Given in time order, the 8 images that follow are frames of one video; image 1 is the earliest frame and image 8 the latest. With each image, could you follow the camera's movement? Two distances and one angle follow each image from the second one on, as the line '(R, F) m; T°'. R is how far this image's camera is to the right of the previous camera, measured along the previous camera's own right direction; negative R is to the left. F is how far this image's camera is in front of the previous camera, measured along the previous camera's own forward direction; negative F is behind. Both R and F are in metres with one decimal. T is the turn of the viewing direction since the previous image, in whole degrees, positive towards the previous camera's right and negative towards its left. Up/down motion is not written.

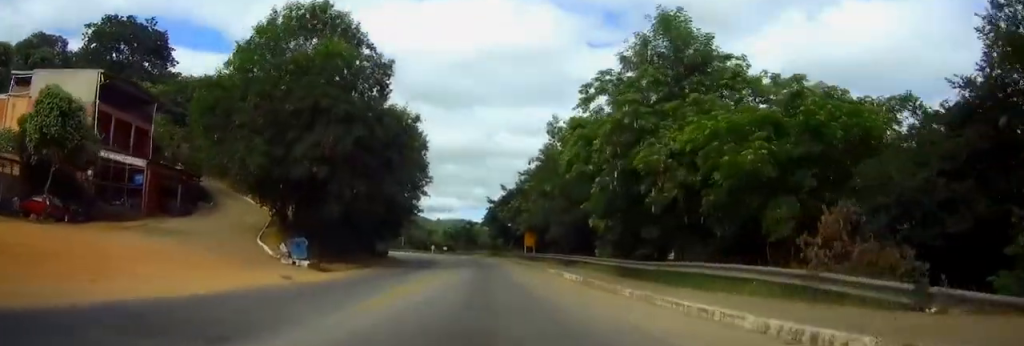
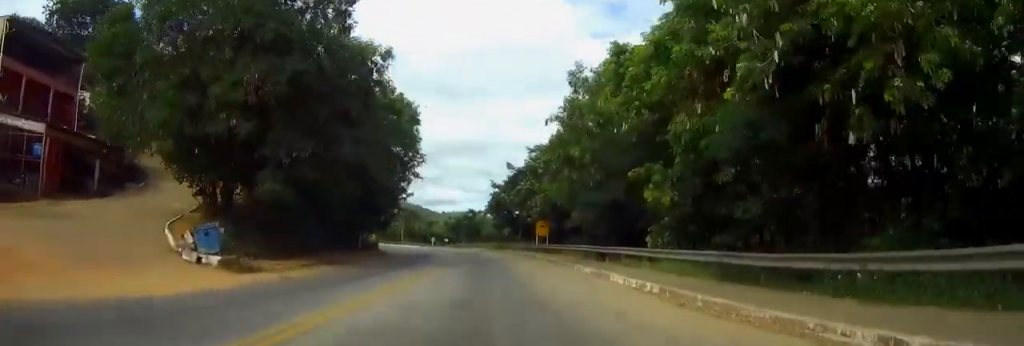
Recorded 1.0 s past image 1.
(-0.2, +12.9) m; -2°
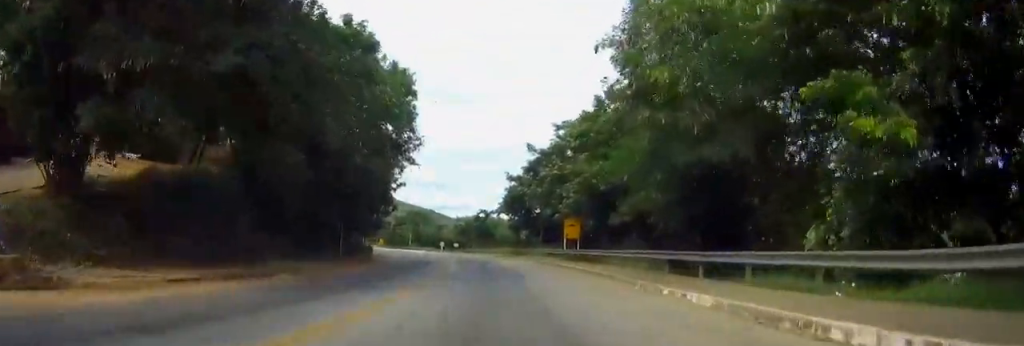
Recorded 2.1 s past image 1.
(-0.2, +14.5) m; -1°
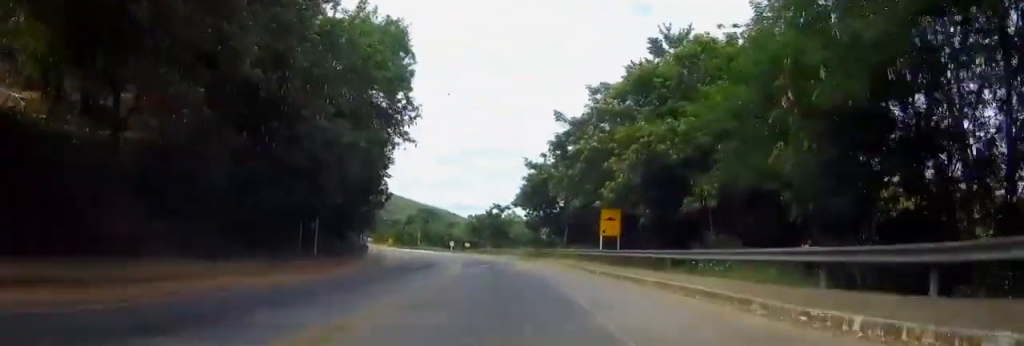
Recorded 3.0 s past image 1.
(0.0, +11.4) m; 0°
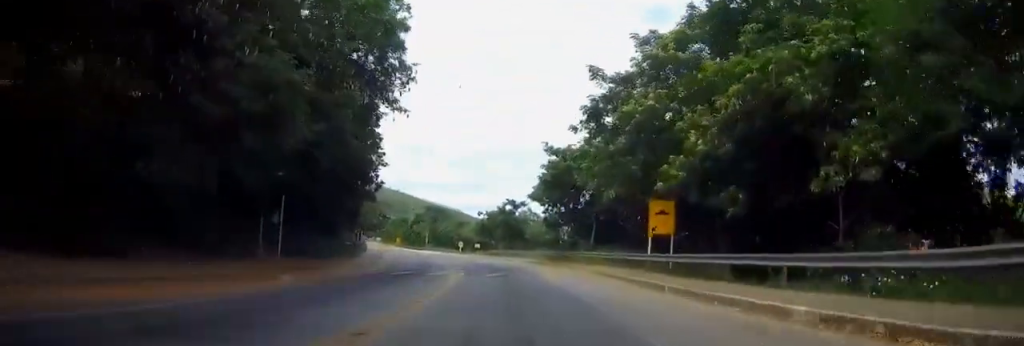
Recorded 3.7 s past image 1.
(-0.1, +9.1) m; 0°
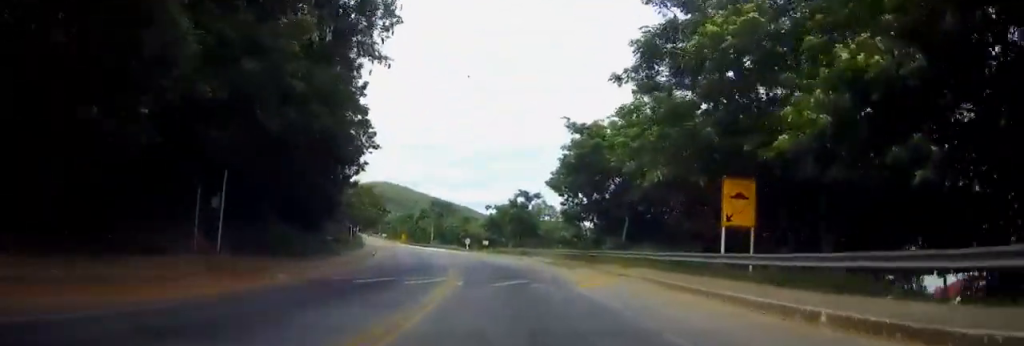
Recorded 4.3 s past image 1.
(-0.1, +8.2) m; 0°
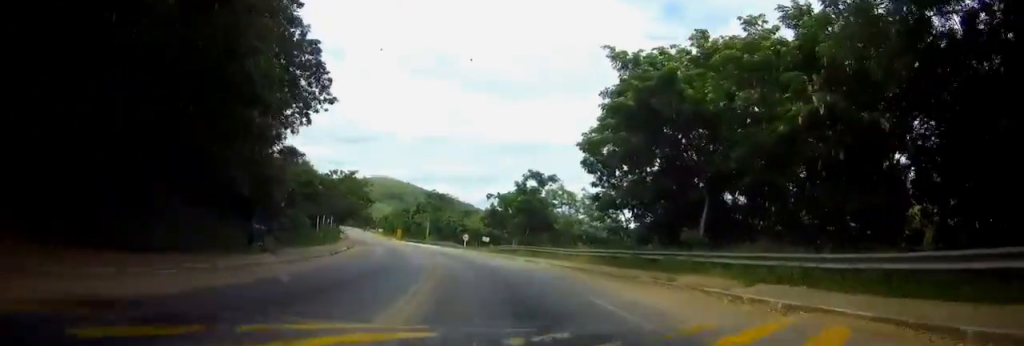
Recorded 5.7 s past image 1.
(+0.1, +13.6) m; 0°
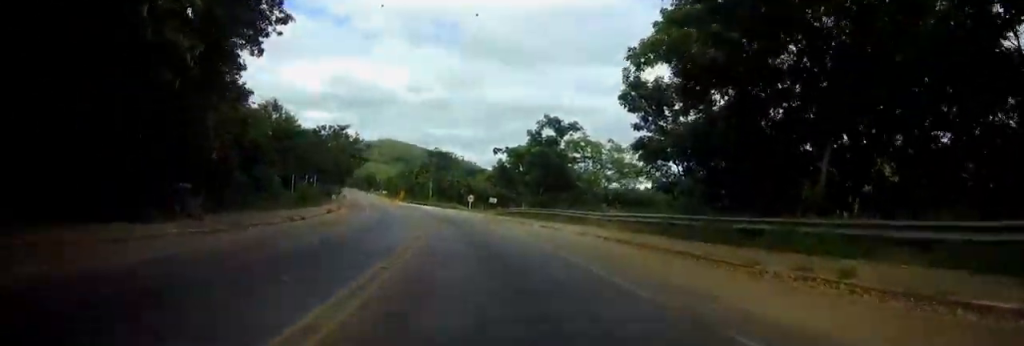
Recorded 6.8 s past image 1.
(-0.1, +9.7) m; -2°
